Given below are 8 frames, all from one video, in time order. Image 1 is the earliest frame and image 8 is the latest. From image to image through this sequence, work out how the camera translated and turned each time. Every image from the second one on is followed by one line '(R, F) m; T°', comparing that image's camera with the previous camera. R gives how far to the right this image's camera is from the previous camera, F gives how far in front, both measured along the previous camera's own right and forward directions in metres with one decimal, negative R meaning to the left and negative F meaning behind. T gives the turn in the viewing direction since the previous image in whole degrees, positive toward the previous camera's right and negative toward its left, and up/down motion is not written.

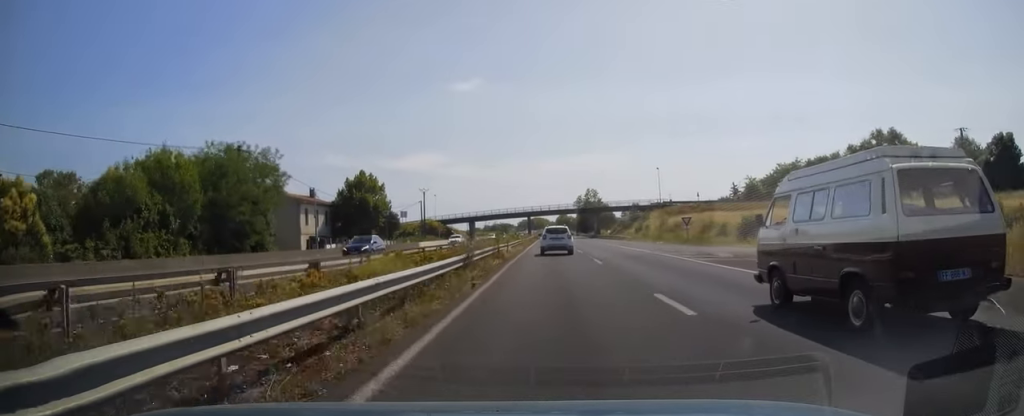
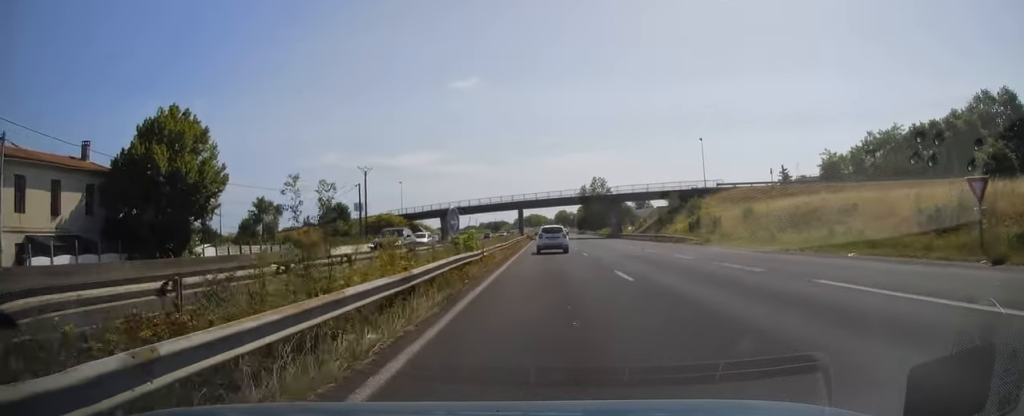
(-0.4, +37.3) m; 0°
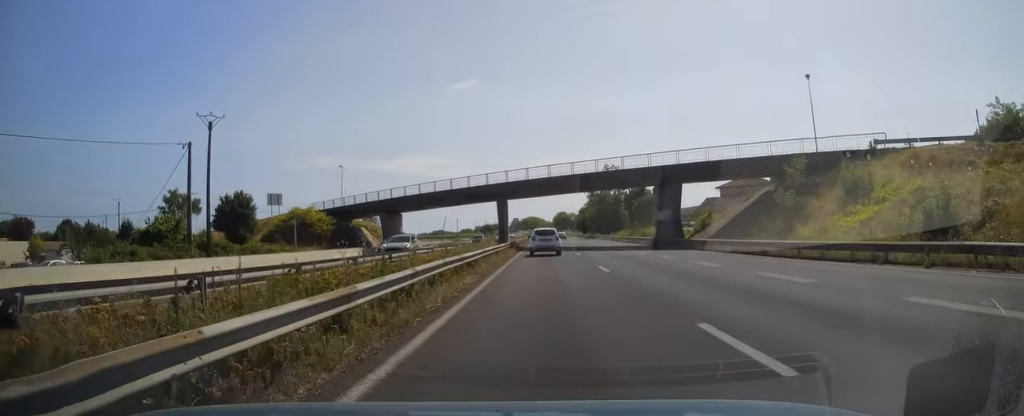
(+0.4, +38.9) m; +1°
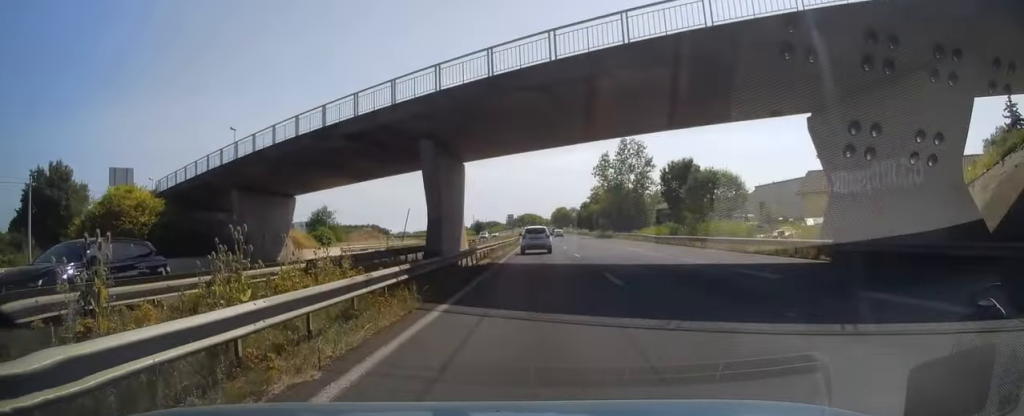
(-0.2, +34.3) m; 0°
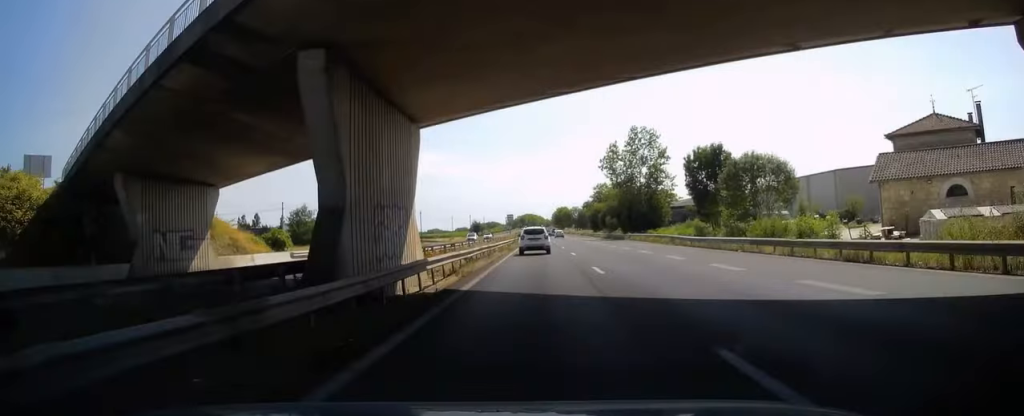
(+0.1, +11.8) m; 0°
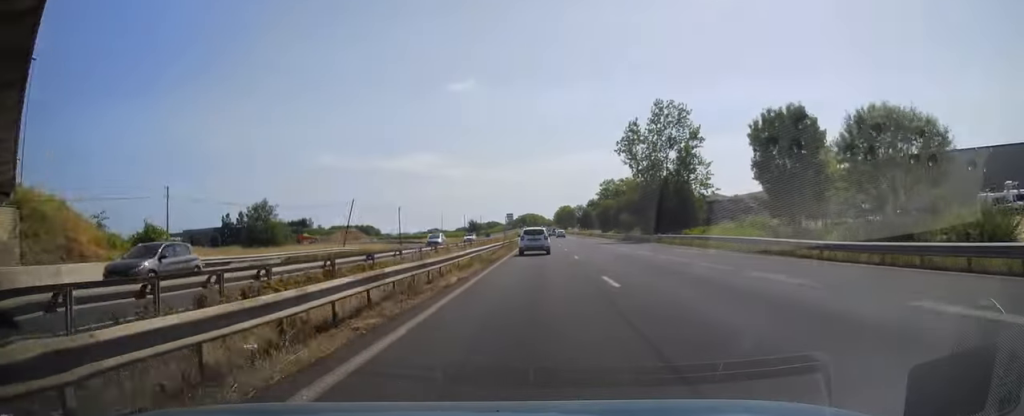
(+0.2, +18.7) m; 0°
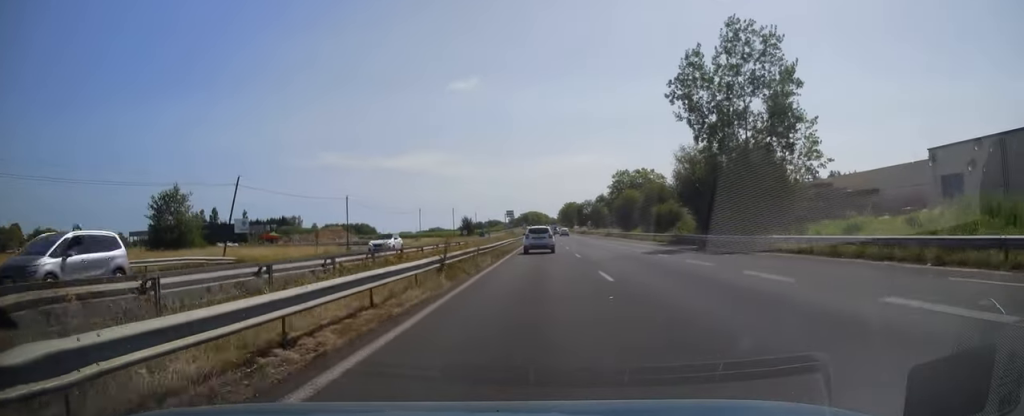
(-0.4, +28.0) m; 0°
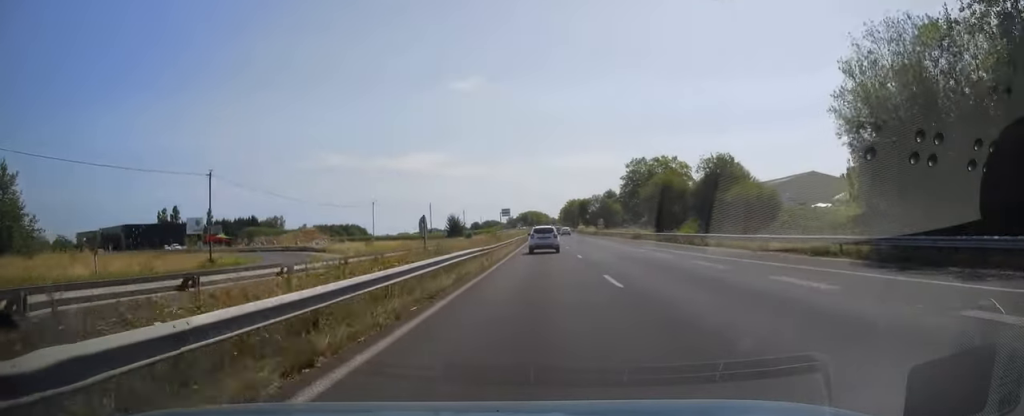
(+0.4, +30.9) m; 0°
